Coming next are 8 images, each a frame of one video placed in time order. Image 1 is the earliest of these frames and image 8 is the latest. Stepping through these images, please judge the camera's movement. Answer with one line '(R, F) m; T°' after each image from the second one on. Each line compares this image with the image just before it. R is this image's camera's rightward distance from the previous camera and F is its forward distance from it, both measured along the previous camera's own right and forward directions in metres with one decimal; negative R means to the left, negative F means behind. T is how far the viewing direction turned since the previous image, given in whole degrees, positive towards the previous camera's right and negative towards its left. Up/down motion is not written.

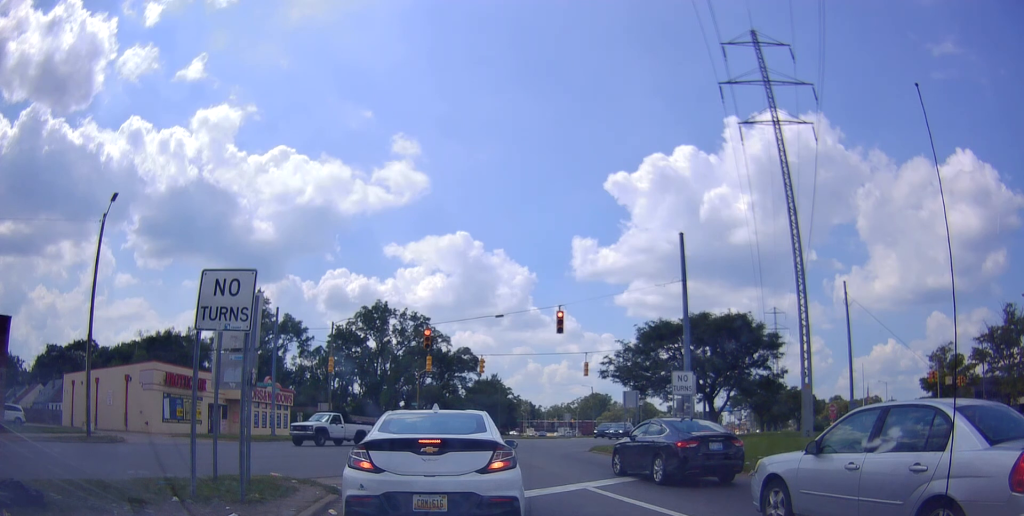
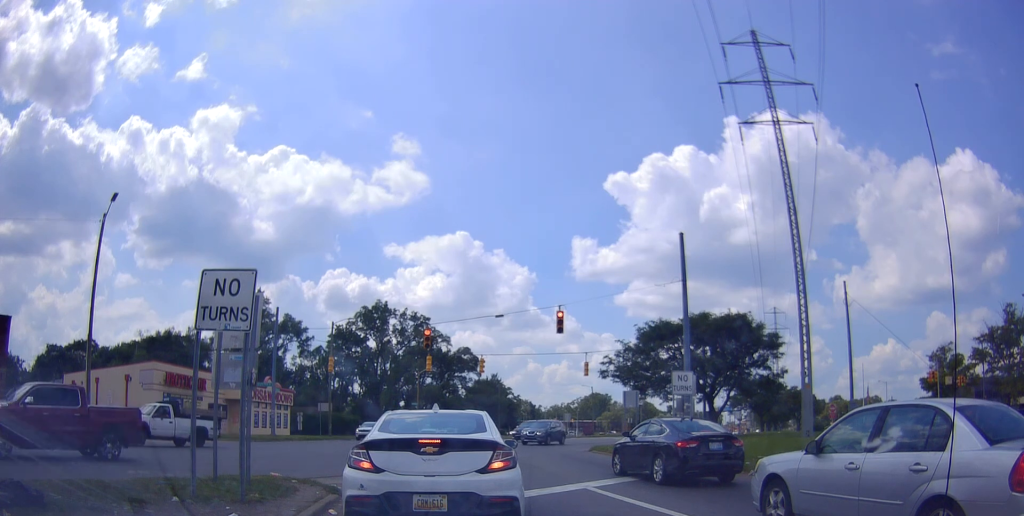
(0.0, 0.0) m; 0°
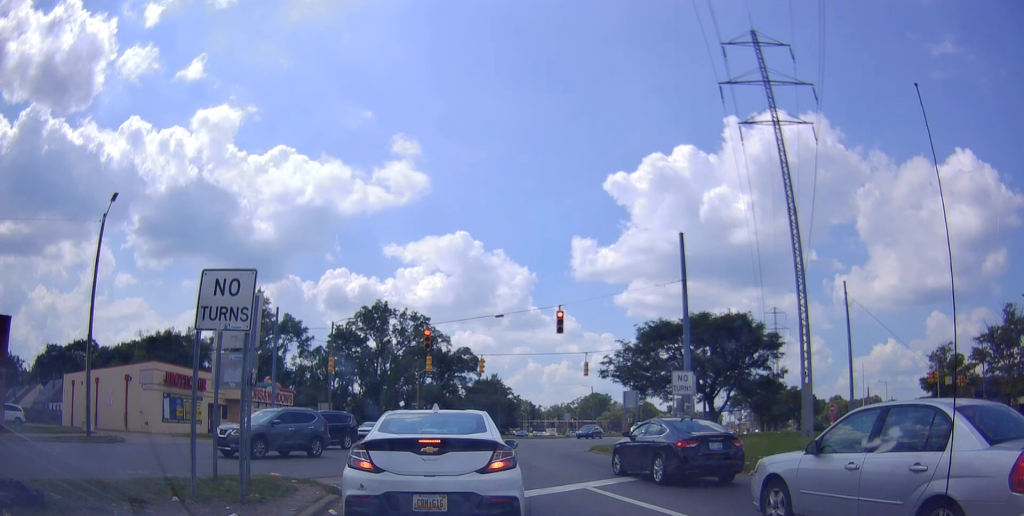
(0.0, 0.0) m; 0°
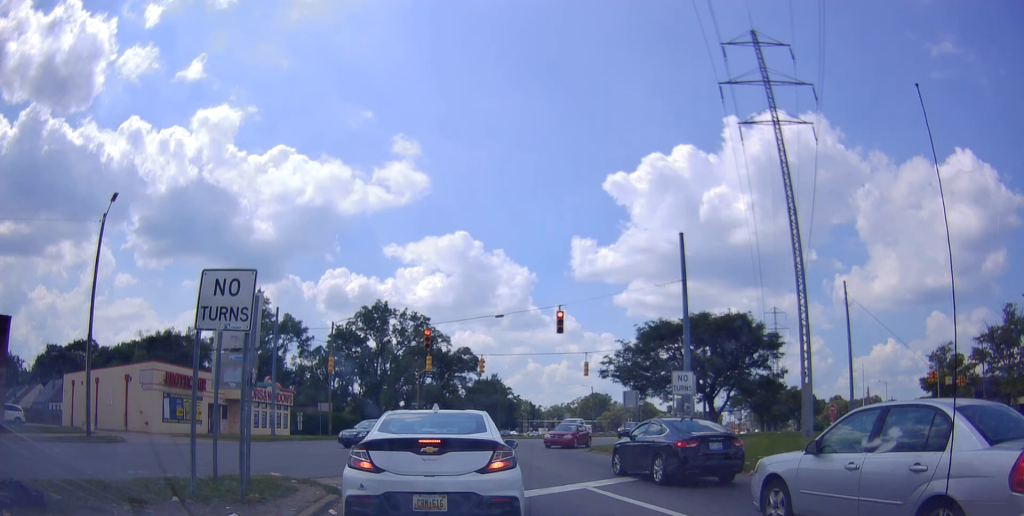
(0.0, 0.0) m; 0°
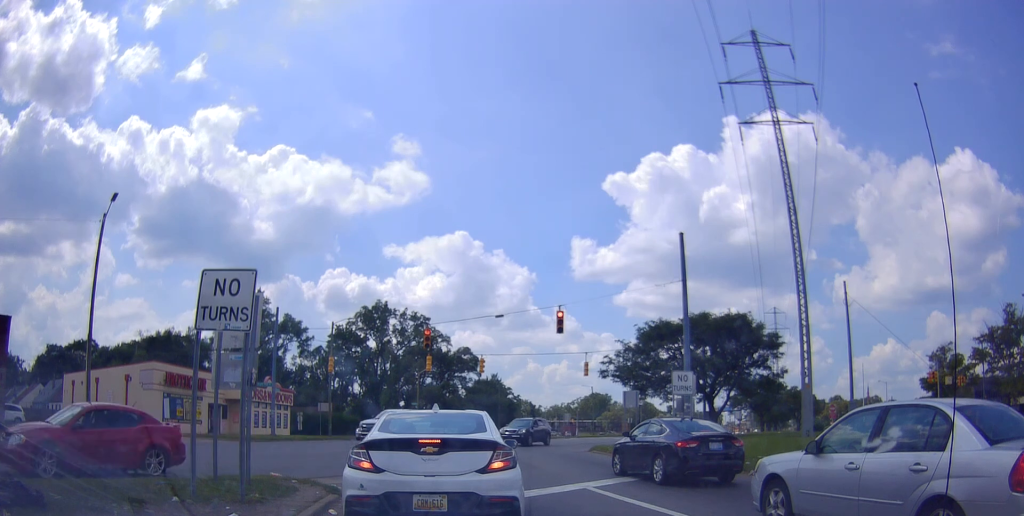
(0.0, 0.0) m; 0°
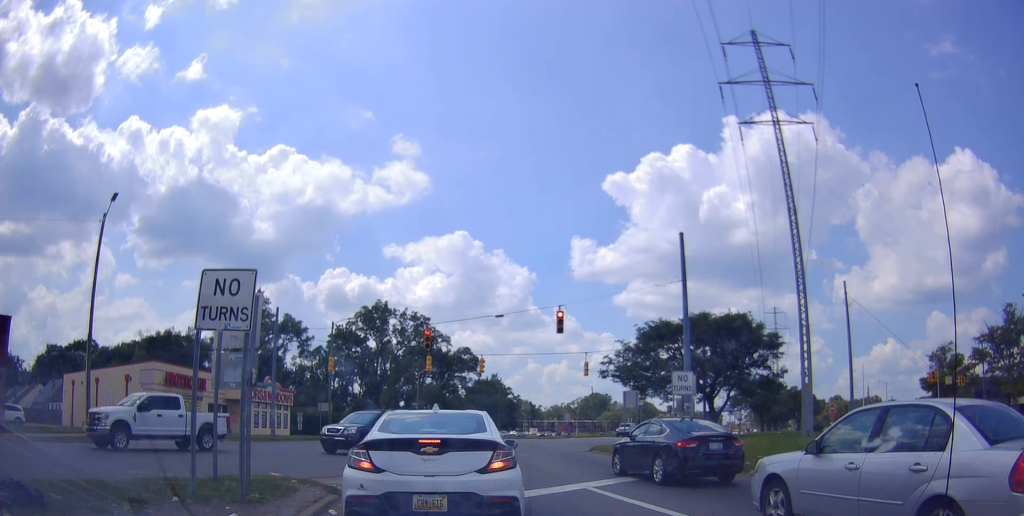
(0.0, 0.0) m; 0°
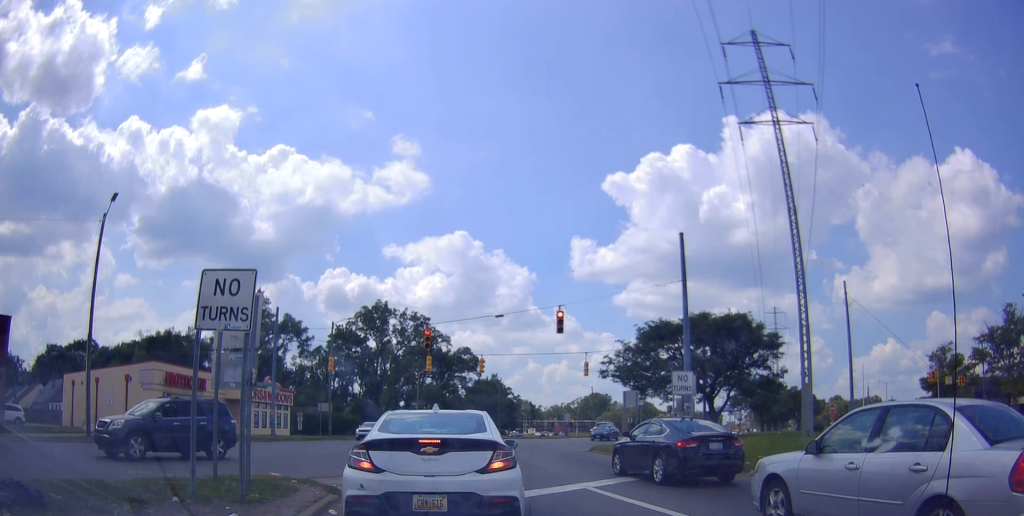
(0.0, 0.0) m; 0°
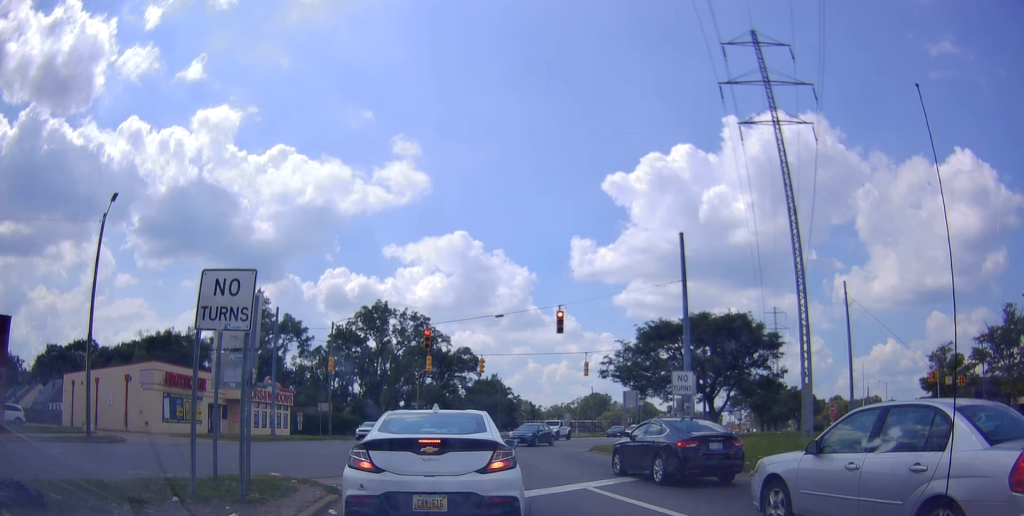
(0.0, 0.0) m; 0°
